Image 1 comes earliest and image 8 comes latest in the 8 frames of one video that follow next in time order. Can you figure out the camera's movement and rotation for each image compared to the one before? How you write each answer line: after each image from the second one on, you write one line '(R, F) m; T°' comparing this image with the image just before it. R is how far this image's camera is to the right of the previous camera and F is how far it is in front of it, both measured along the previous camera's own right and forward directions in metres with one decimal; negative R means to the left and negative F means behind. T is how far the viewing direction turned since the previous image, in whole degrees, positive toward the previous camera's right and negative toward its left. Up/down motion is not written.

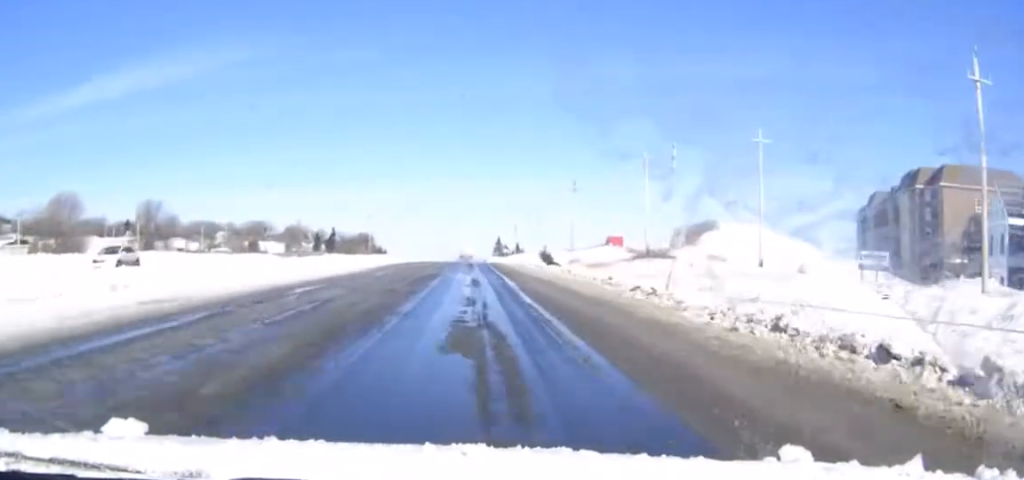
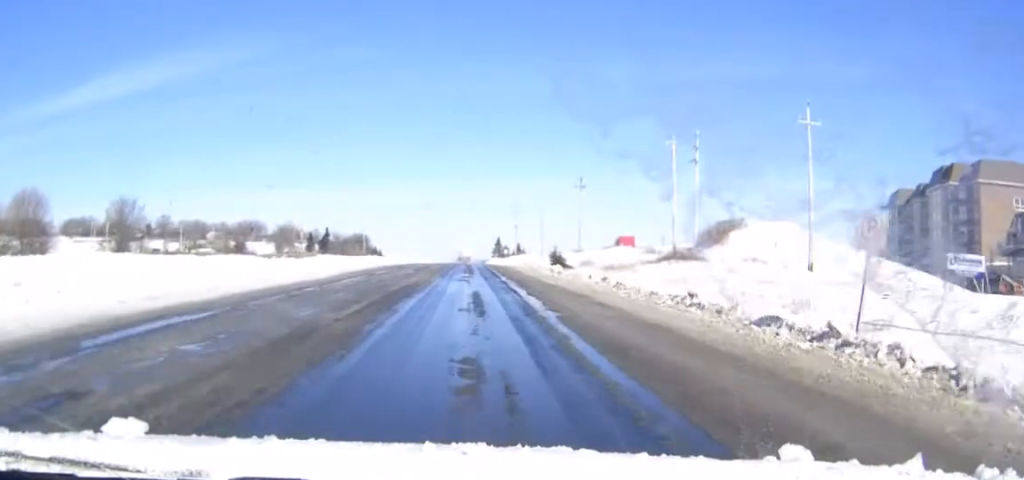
(0.0, +11.4) m; 0°
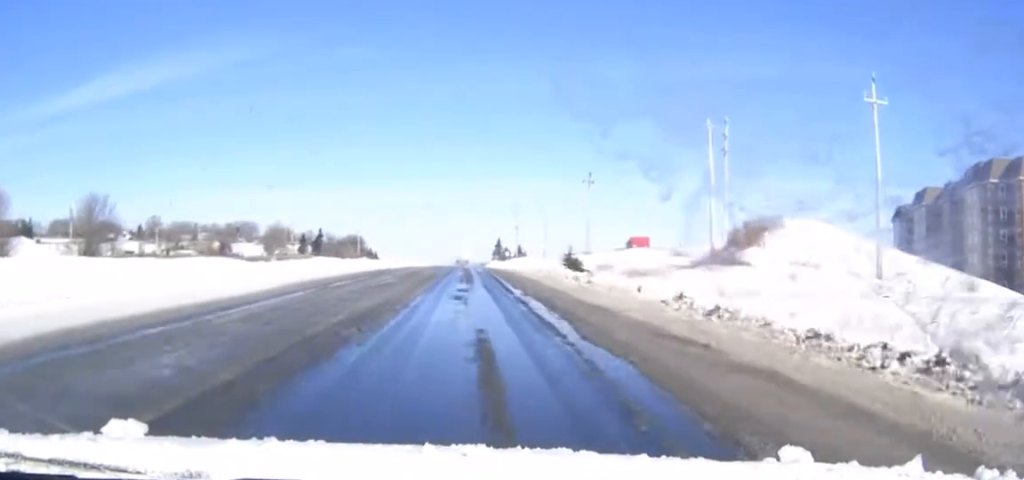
(0.0, +11.4) m; 0°
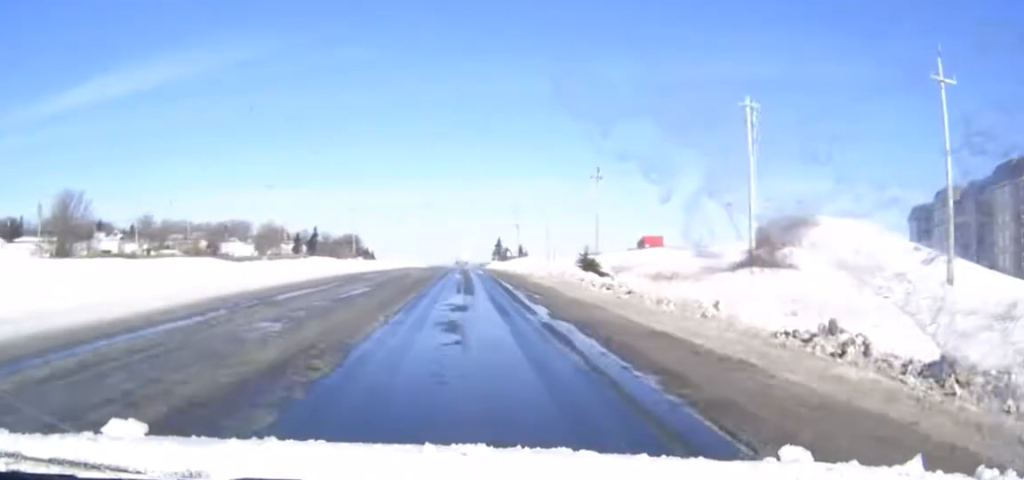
(0.0, +8.7) m; 0°
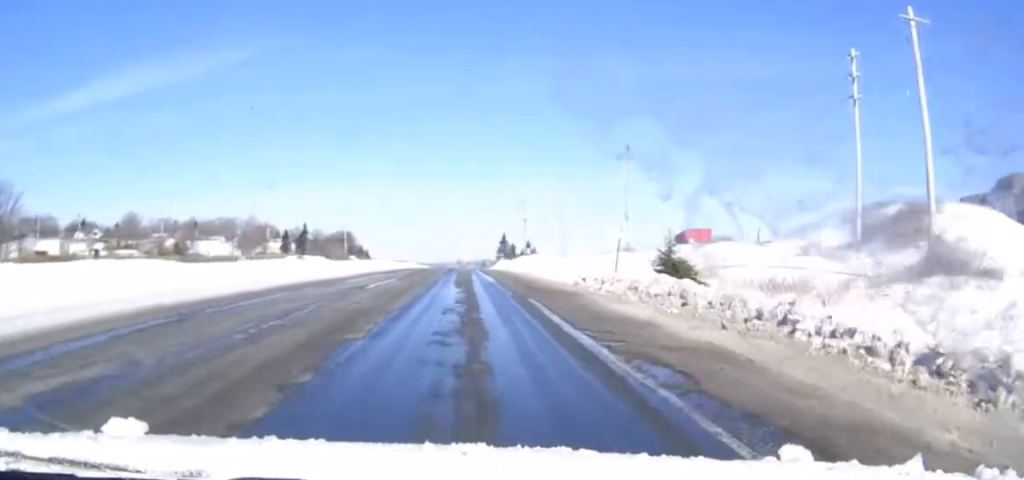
(0.0, +21.5) m; 0°
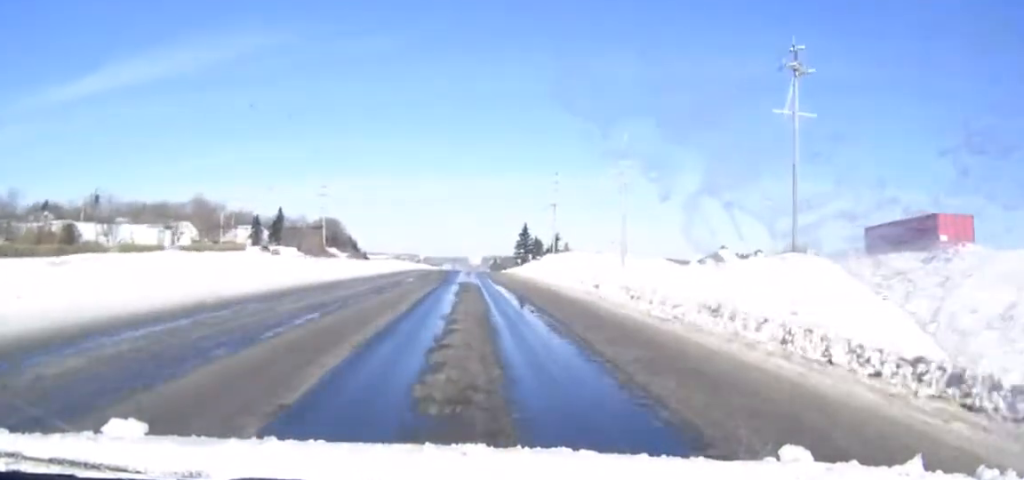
(-0.2, +48.4) m; 0°
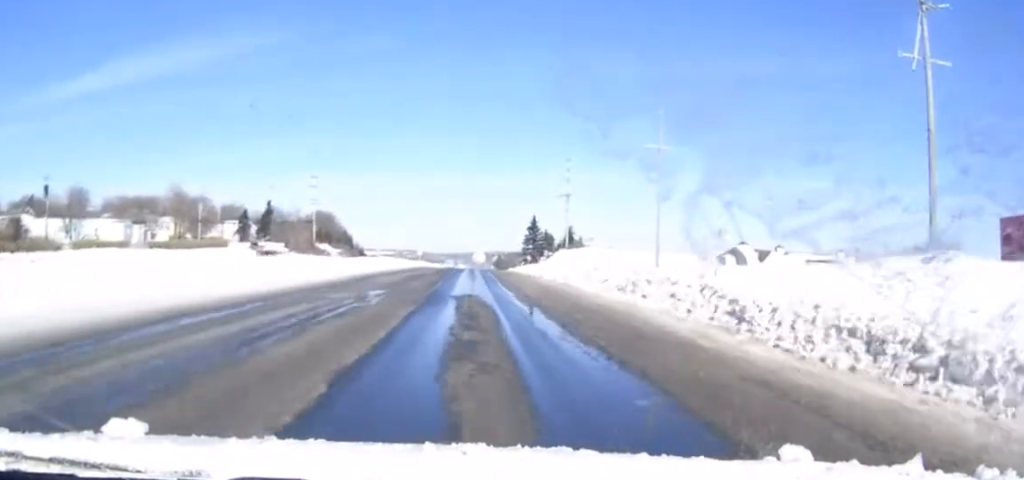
(0.0, +15.6) m; 0°
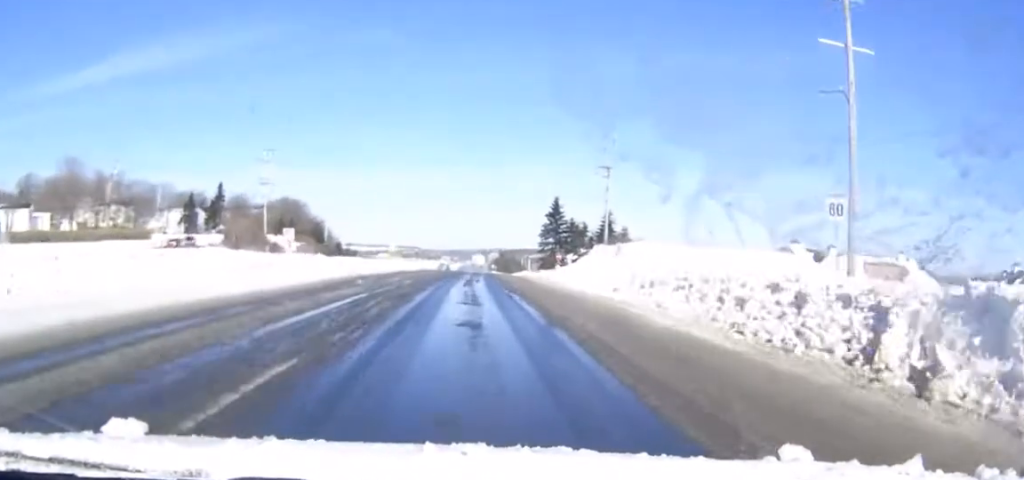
(-0.1, +40.4) m; 0°
